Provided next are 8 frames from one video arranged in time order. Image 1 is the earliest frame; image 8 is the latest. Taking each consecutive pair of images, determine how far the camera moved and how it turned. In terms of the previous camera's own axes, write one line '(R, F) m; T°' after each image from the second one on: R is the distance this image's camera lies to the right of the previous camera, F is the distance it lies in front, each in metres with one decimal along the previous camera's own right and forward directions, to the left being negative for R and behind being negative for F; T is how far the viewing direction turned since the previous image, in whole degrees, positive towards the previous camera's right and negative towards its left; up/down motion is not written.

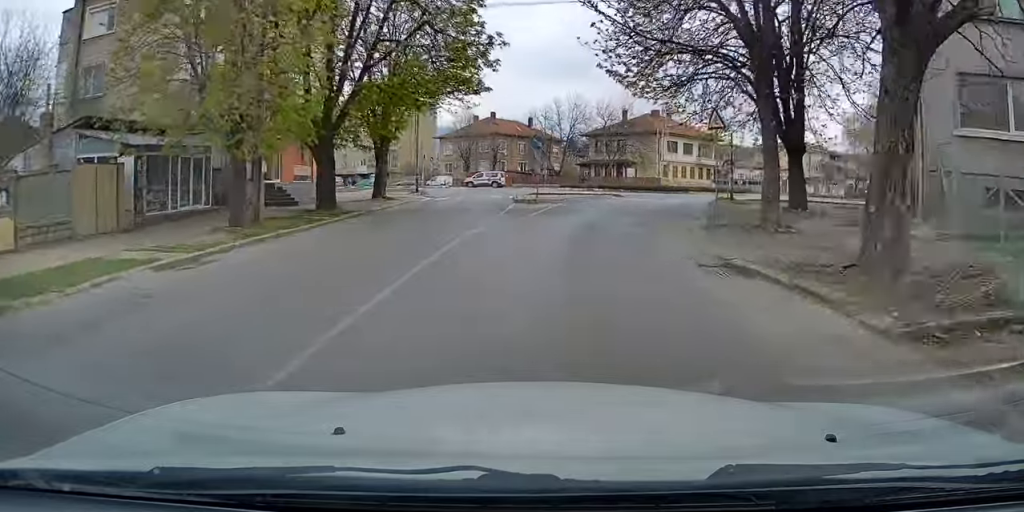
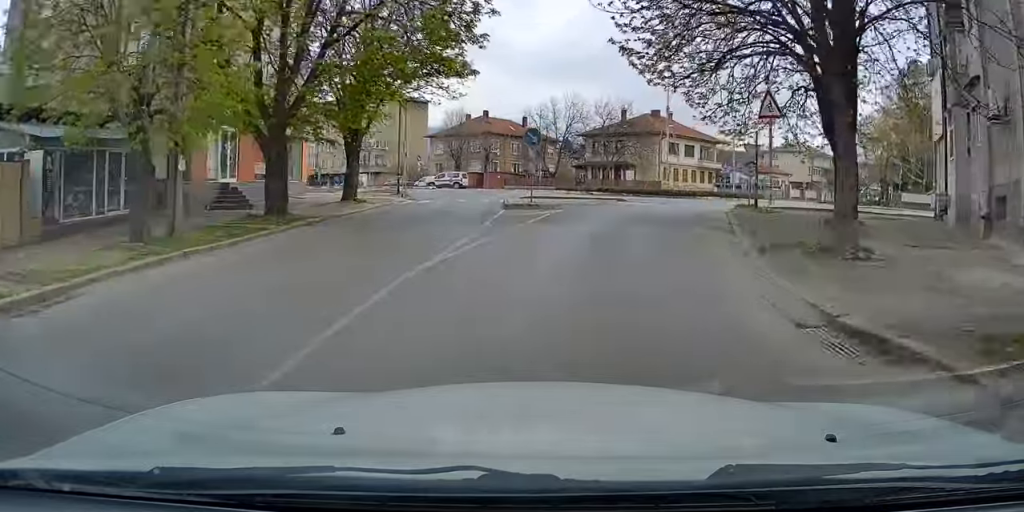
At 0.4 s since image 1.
(+0.2, +3.9) m; +1°
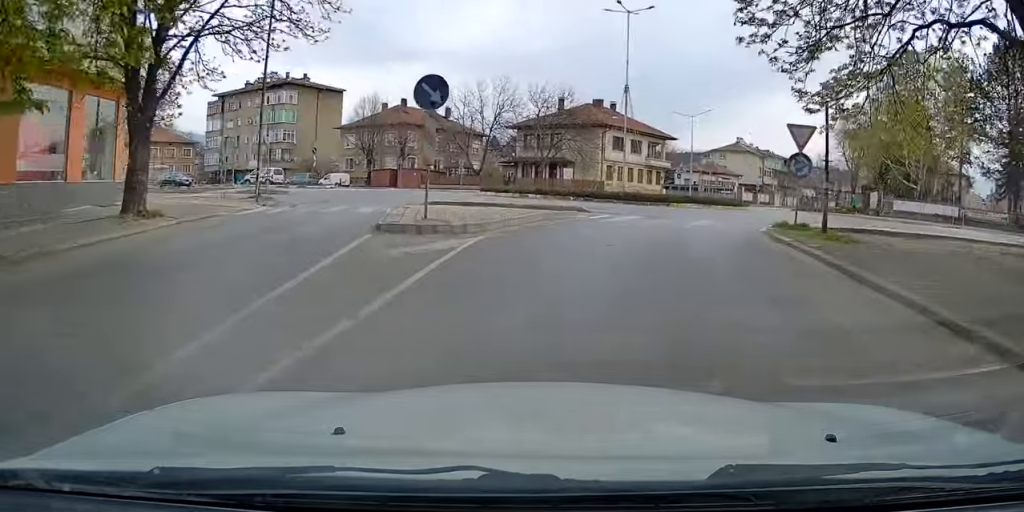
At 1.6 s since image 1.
(+0.5, +10.8) m; +4°
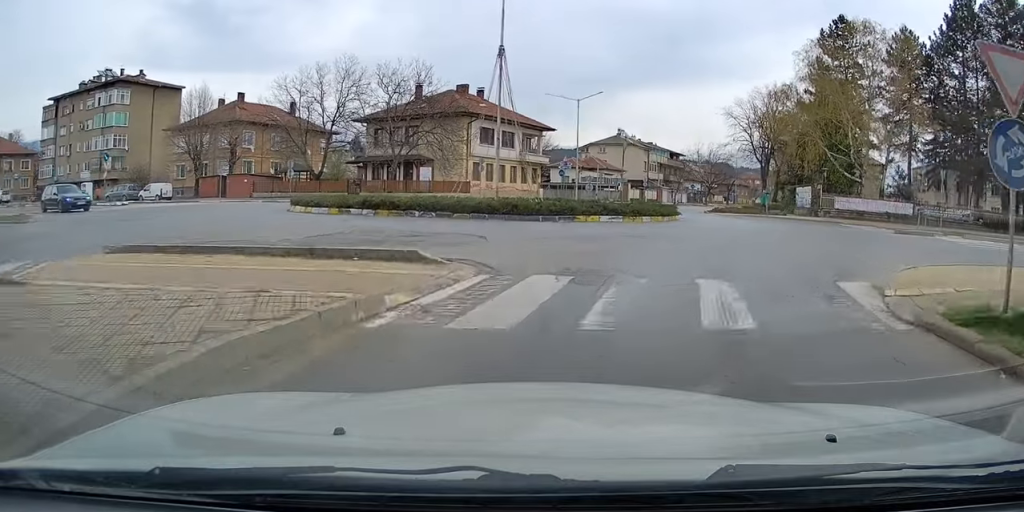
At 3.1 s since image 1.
(+0.6, +10.9) m; +10°
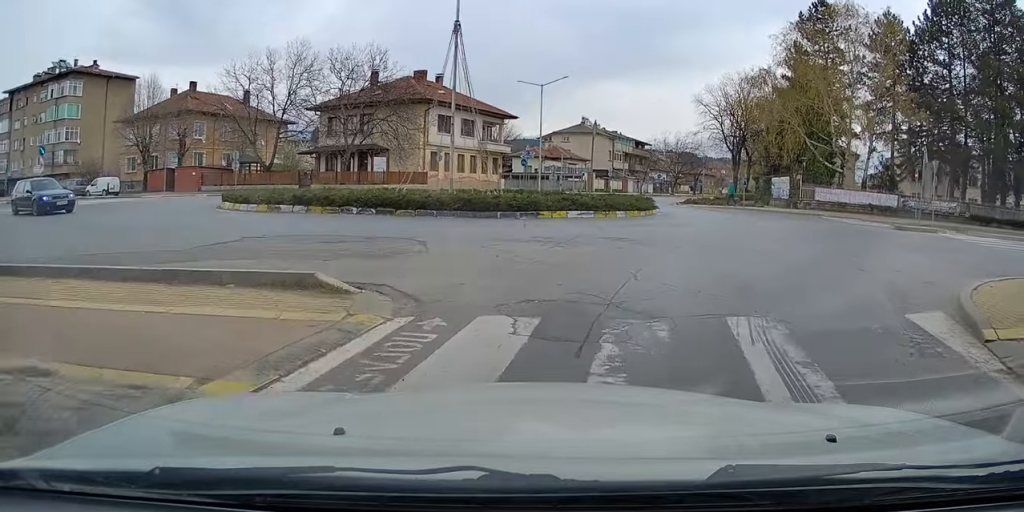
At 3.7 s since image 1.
(+0.2, +2.0) m; +2°
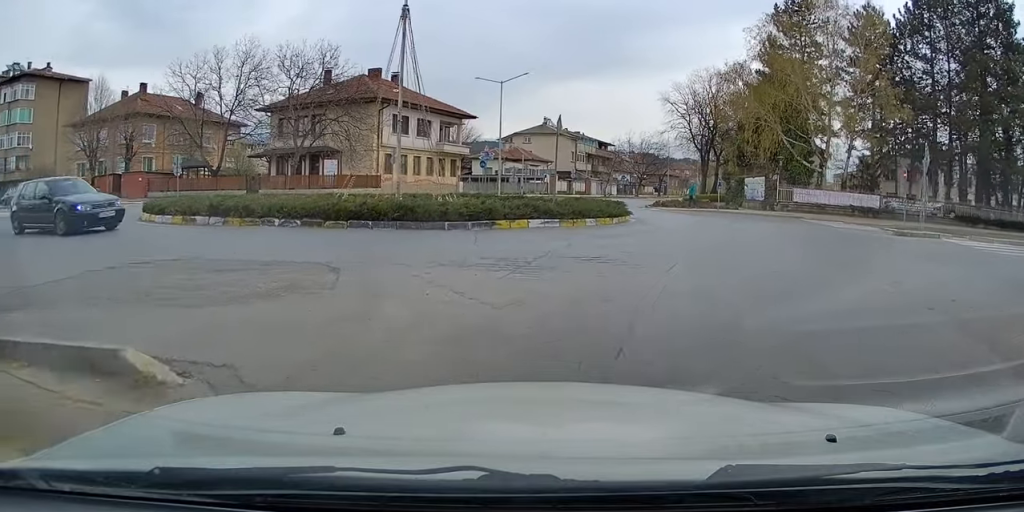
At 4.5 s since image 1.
(0.0, +2.0) m; +5°
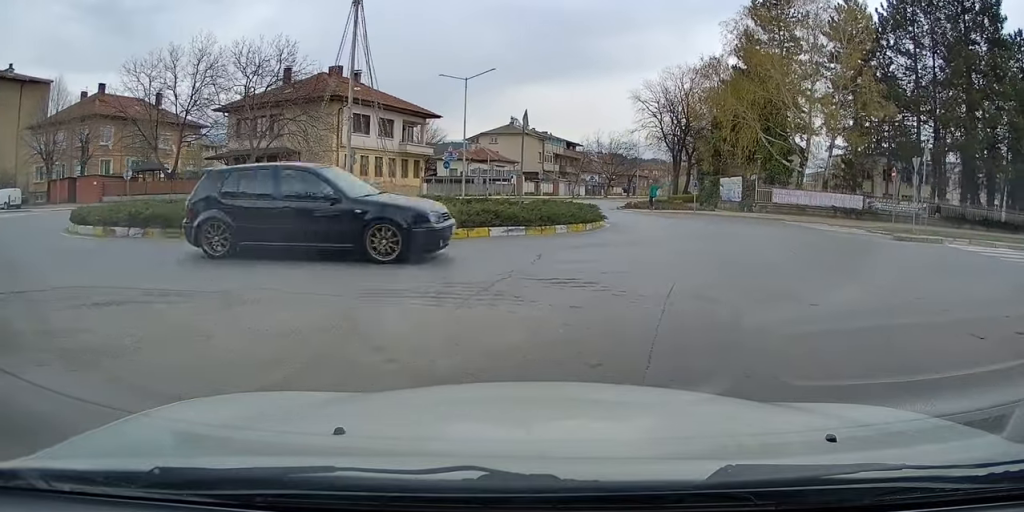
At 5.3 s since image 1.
(0.0, +1.4) m; +10°
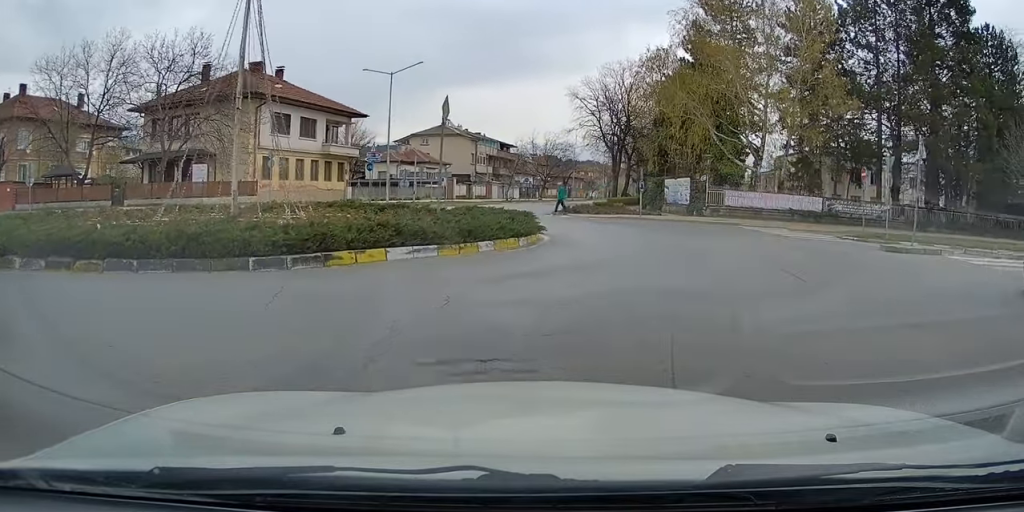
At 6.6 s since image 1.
(+0.8, +2.9) m; +18°
